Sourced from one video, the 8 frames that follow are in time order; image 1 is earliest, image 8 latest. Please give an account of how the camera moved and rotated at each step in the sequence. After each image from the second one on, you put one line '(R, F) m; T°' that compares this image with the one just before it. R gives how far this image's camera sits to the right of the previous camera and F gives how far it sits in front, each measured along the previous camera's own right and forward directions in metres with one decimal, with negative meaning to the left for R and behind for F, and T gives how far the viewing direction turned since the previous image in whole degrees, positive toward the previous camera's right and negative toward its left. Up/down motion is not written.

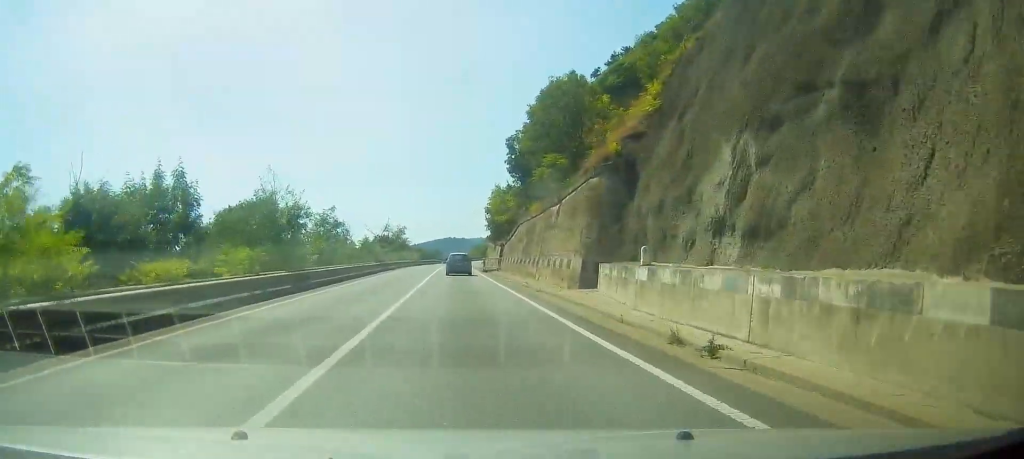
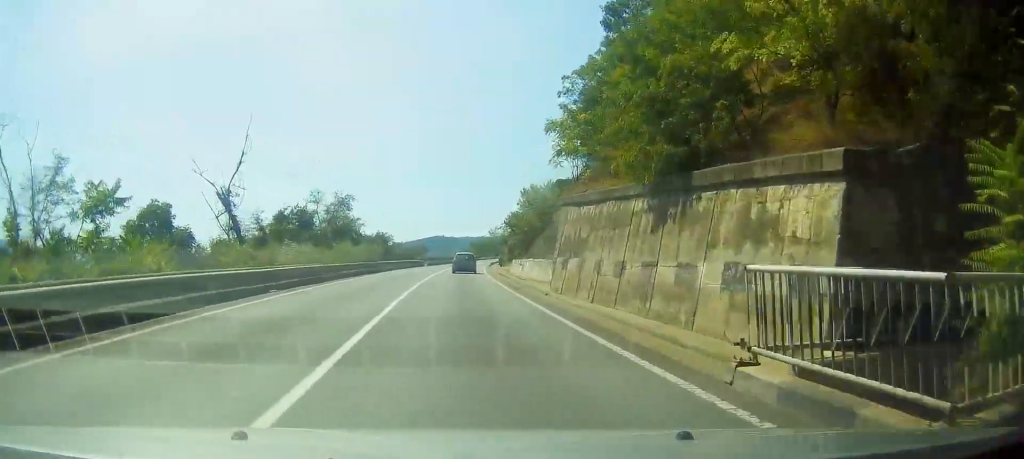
(0.0, +53.4) m; +1°
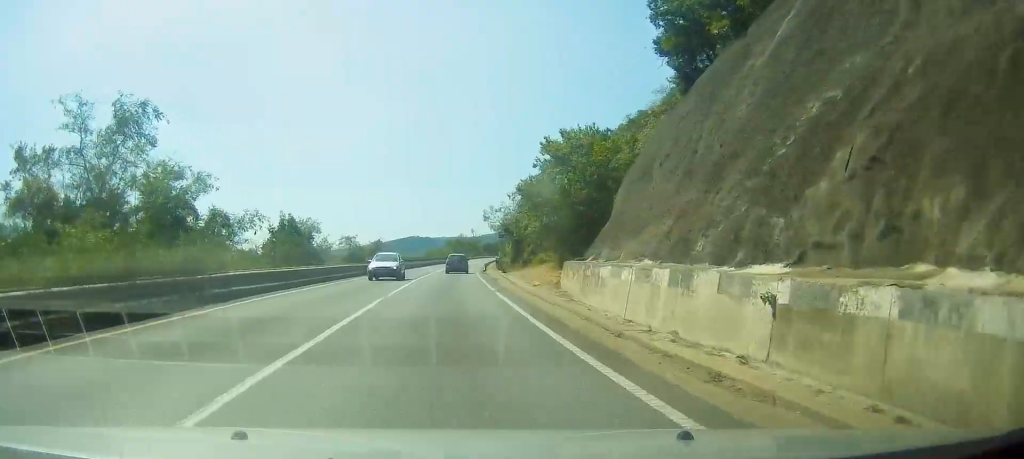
(+0.4, +33.8) m; +1°
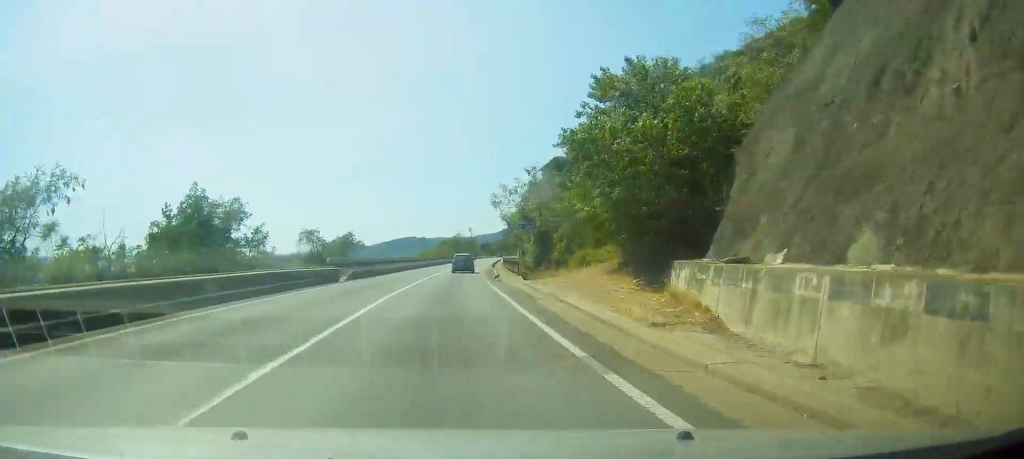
(+0.1, +16.2) m; +1°
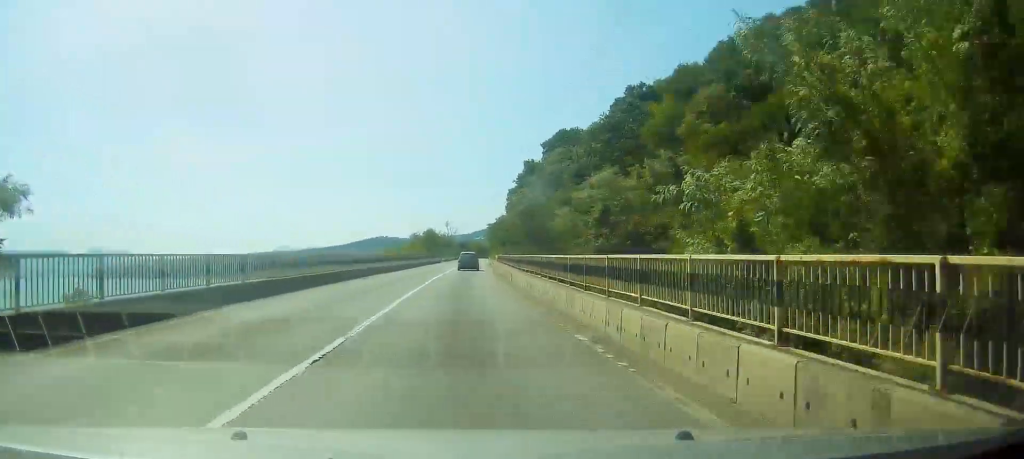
(+0.7, +40.7) m; +3°
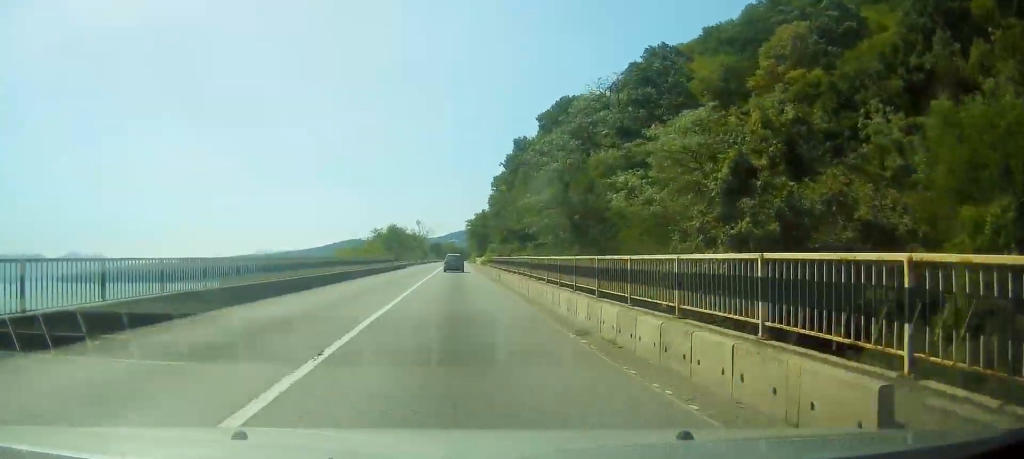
(+0.6, +29.6) m; +2°
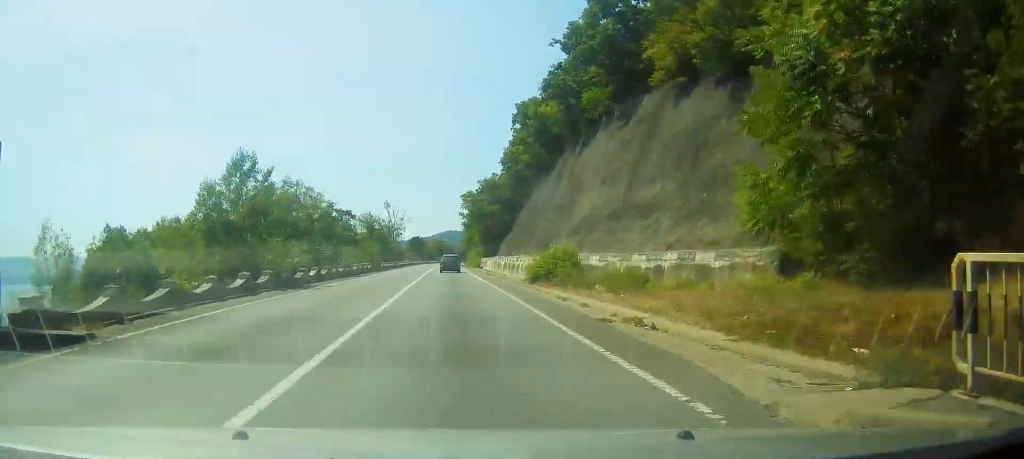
(+0.9, +65.3) m; +1°
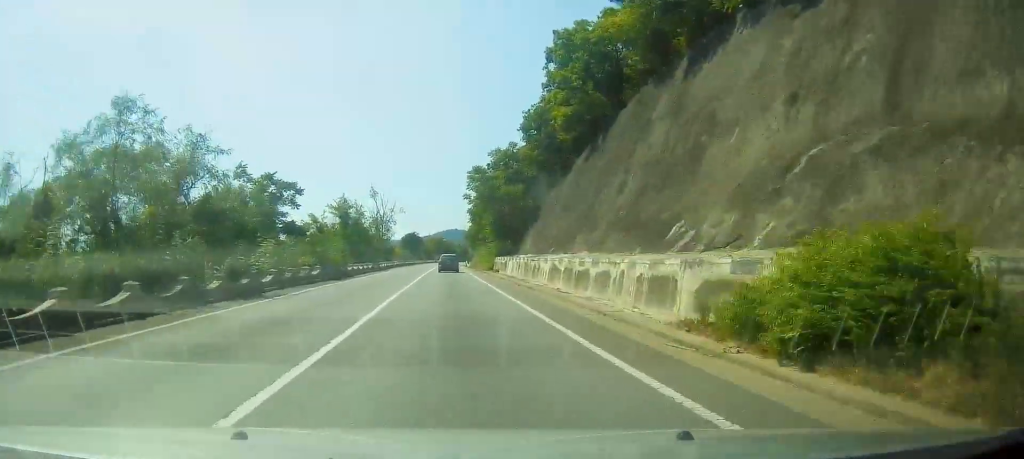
(0.0, +23.0) m; 0°
